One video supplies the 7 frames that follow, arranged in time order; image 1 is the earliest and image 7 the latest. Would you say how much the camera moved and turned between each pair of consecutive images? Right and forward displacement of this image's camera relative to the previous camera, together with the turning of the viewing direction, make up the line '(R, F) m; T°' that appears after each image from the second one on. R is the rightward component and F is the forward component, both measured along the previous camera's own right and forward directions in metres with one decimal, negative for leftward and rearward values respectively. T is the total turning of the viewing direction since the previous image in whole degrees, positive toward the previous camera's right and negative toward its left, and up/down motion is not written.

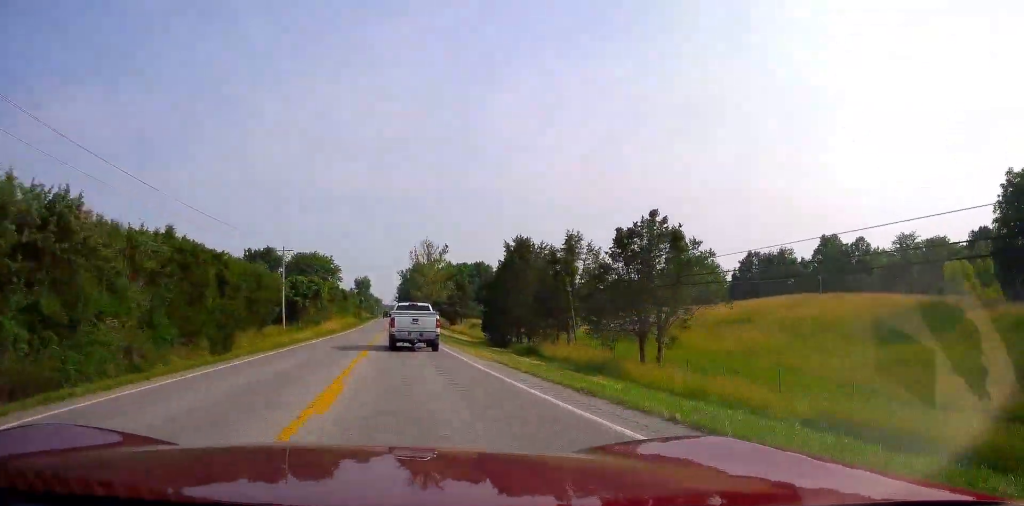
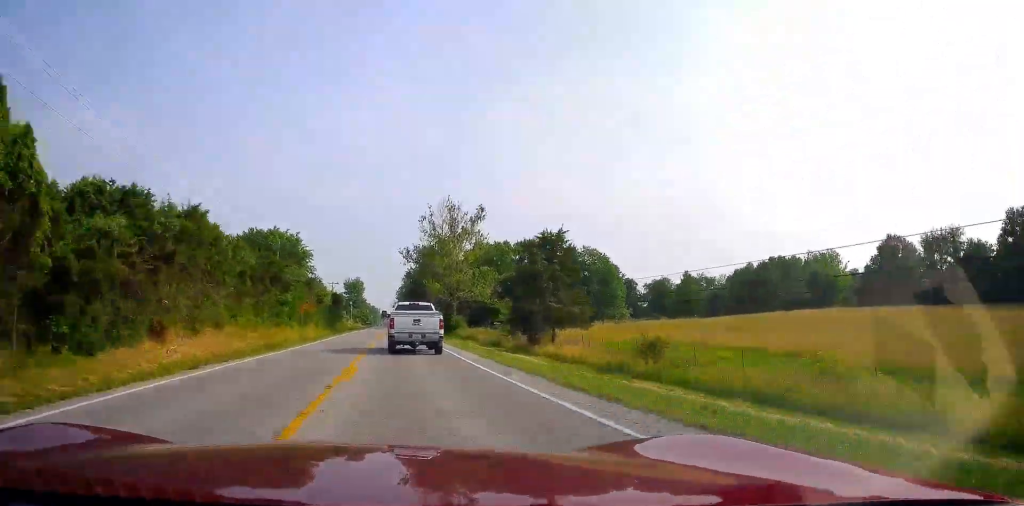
(-0.4, +69.2) m; 0°
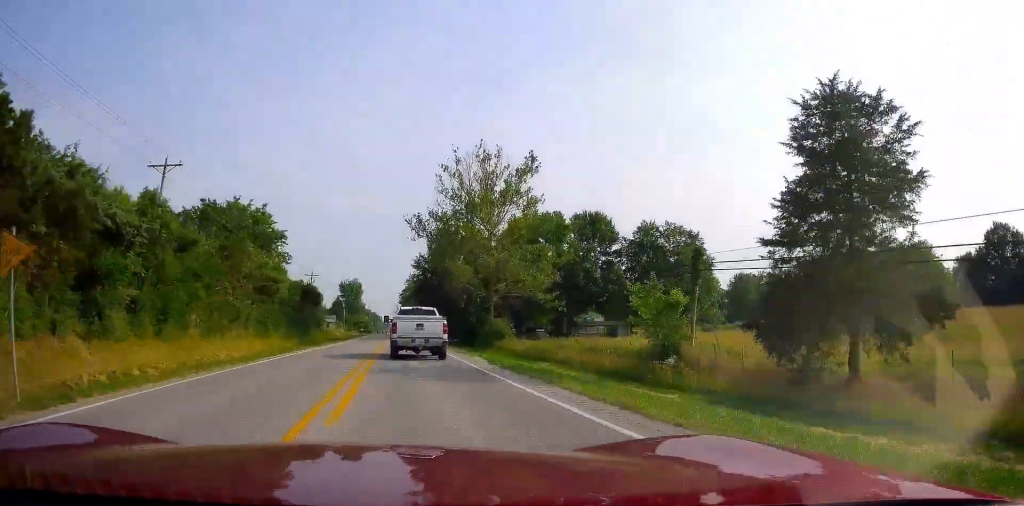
(+0.5, +36.2) m; +1°
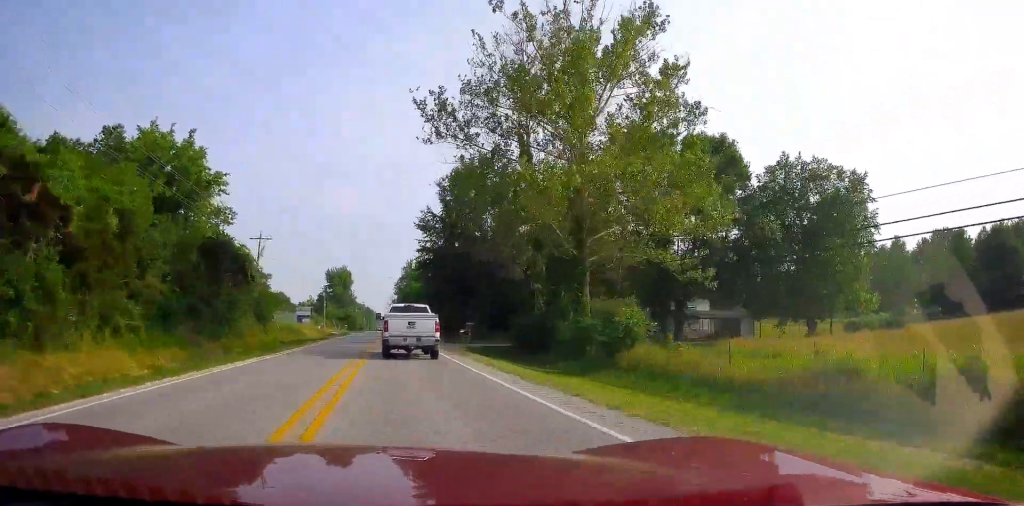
(+0.1, +34.0) m; 0°
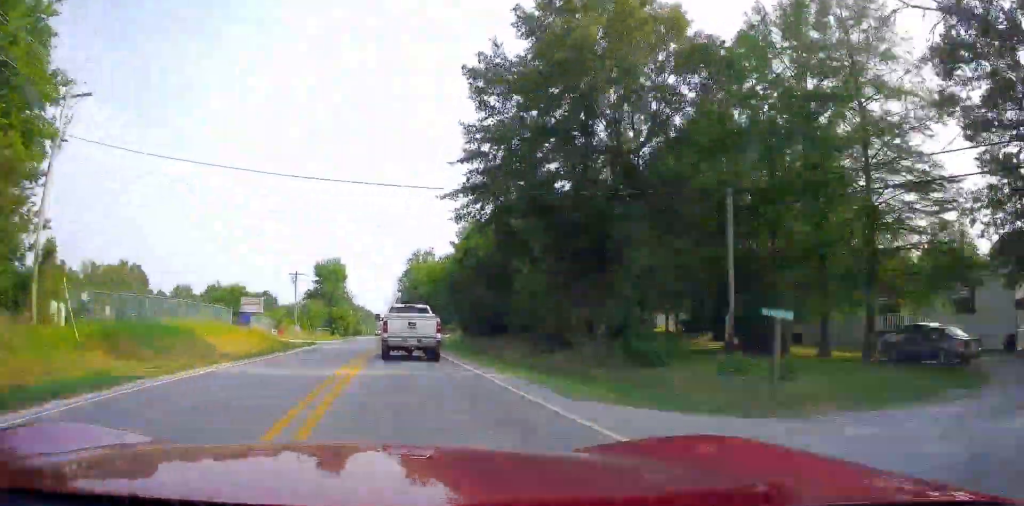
(-0.1, +38.6) m; -1°
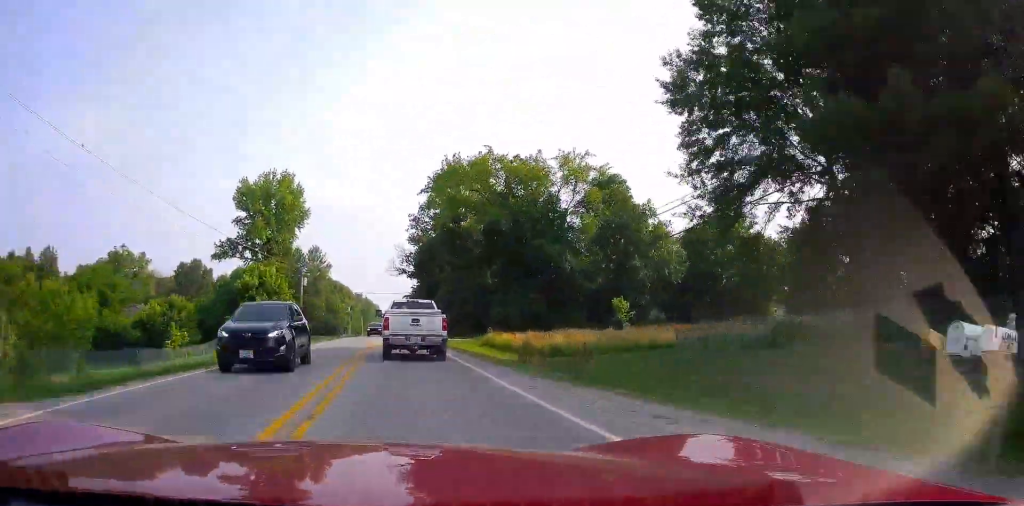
(-0.6, +93.8) m; 0°
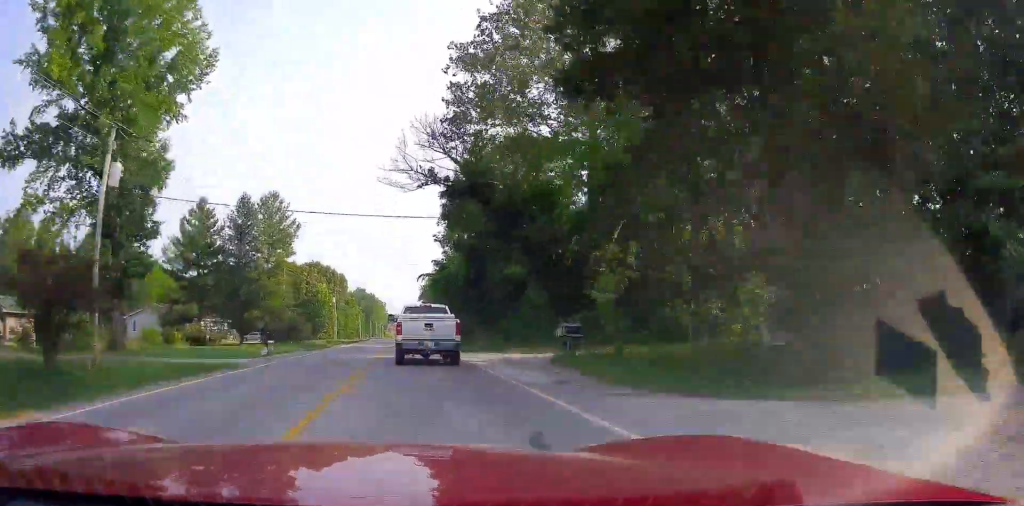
(-0.4, +54.9) m; 0°
